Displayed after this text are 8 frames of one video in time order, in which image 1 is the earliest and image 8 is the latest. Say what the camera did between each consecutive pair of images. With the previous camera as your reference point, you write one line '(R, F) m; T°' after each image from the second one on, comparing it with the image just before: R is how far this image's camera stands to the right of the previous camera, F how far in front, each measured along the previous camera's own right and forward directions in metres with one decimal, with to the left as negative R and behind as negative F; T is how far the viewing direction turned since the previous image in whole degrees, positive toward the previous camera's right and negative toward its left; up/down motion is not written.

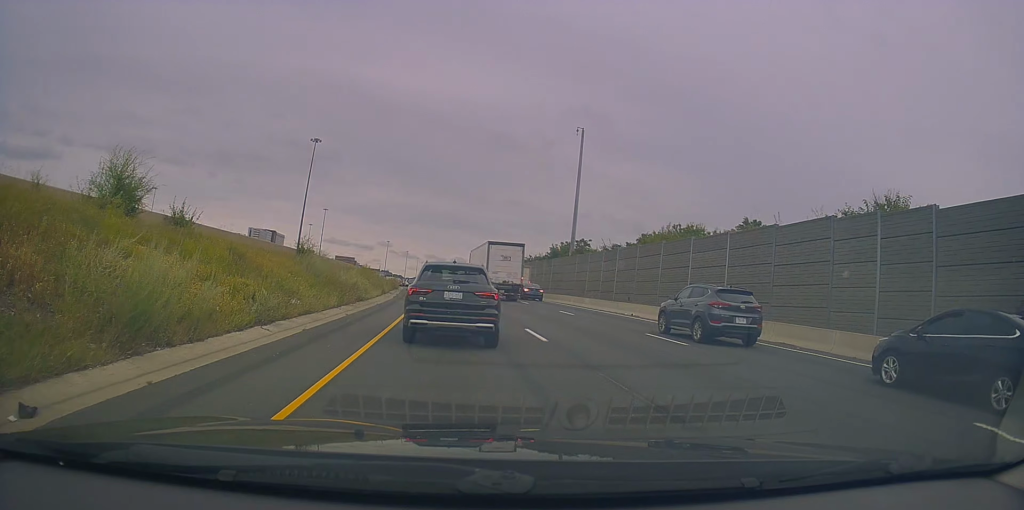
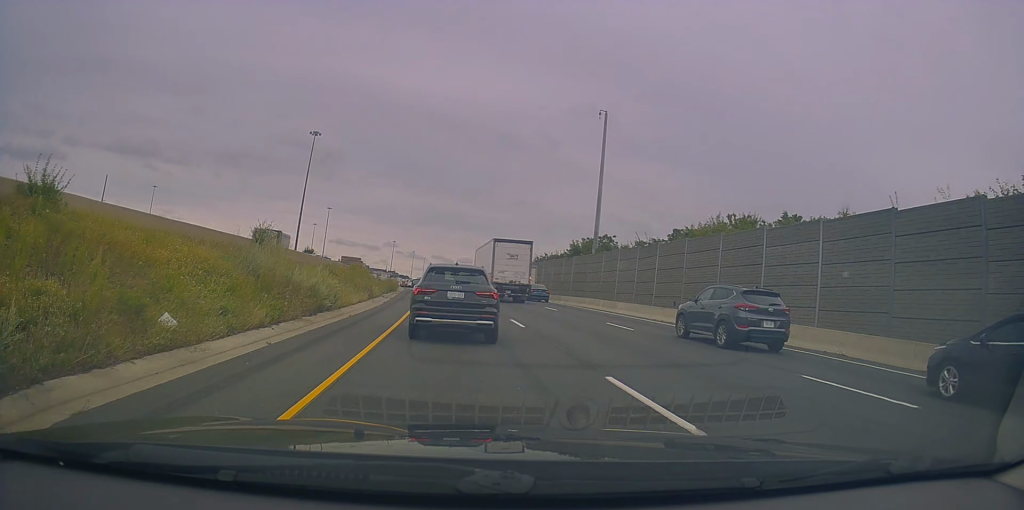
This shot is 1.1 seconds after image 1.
(+0.3, +8.3) m; +1°
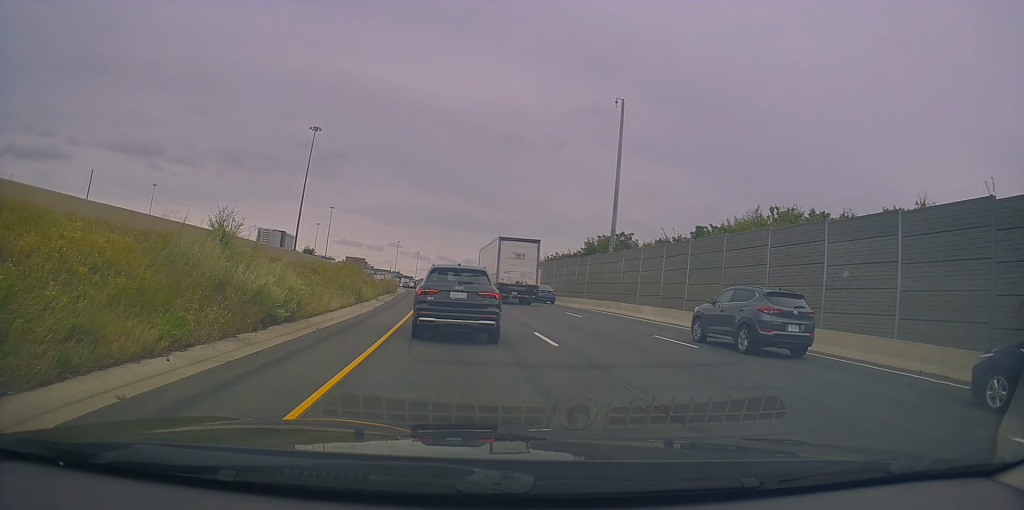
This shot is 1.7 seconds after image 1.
(+0.5, +4.8) m; -4°
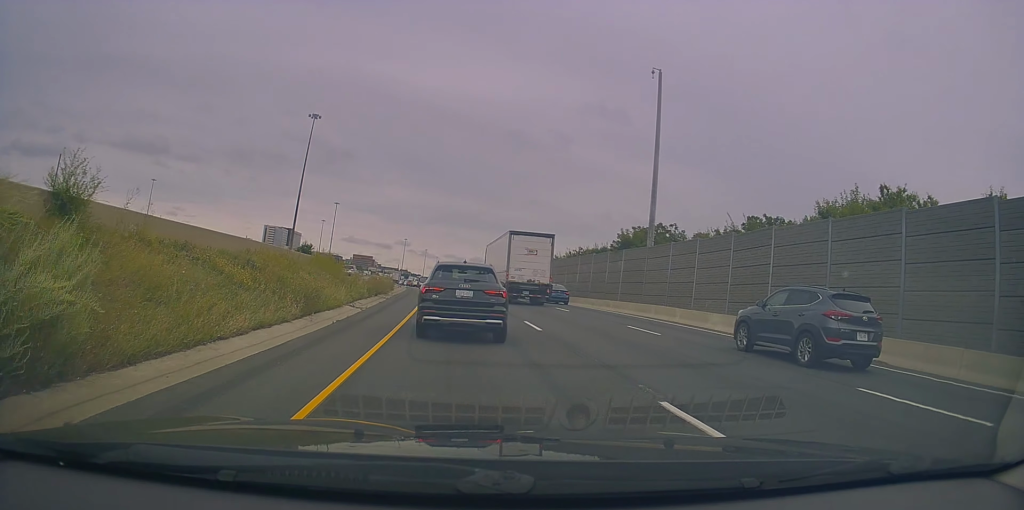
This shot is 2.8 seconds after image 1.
(-1.3, +8.9) m; -1°
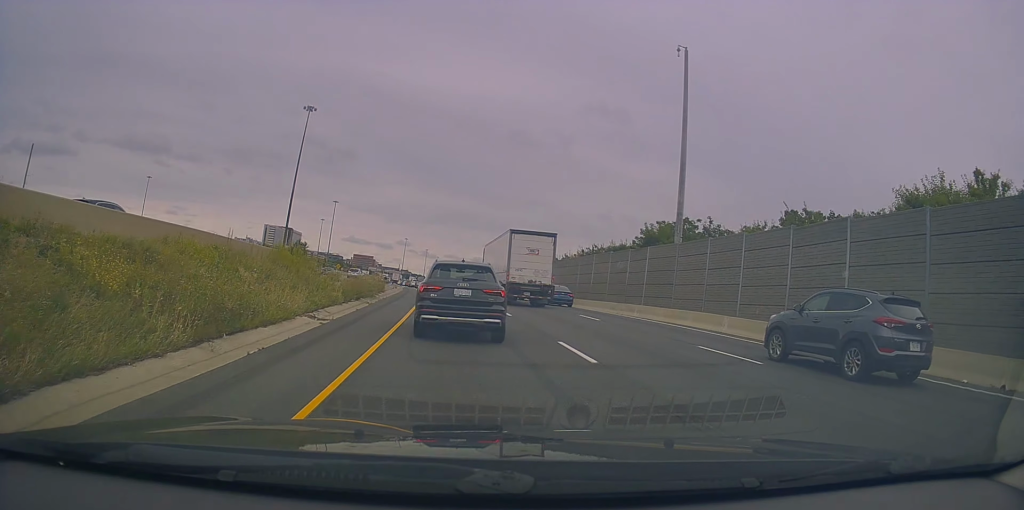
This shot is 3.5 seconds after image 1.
(+0.9, +5.9) m; +2°
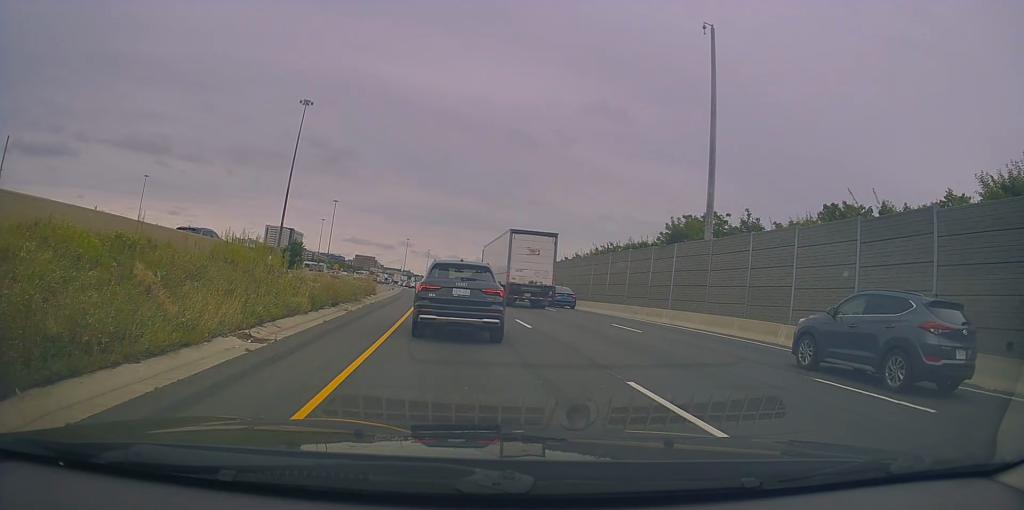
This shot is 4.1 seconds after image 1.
(-0.2, +5.1) m; -1°
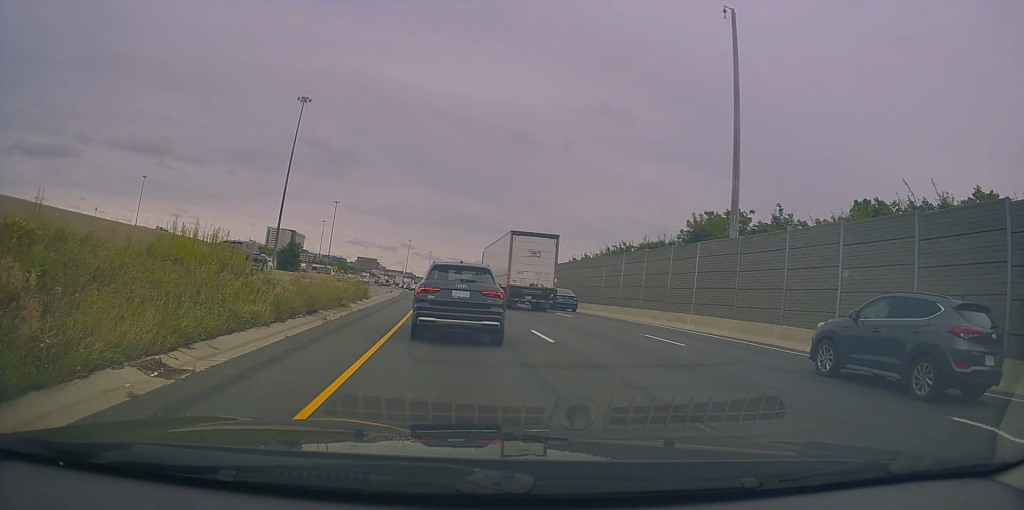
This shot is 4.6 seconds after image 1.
(-0.4, +3.5) m; -1°
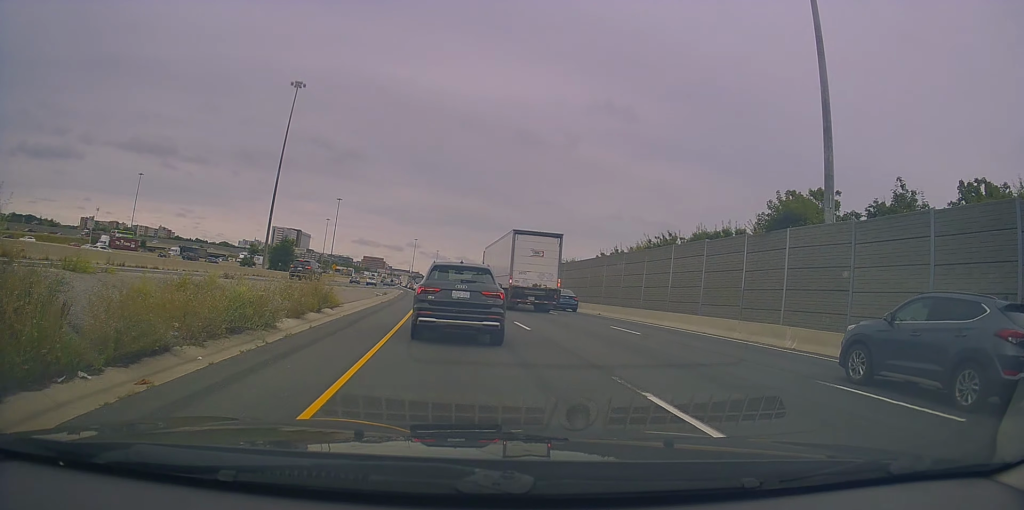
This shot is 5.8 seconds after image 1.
(+0.3, +9.7) m; -2°
